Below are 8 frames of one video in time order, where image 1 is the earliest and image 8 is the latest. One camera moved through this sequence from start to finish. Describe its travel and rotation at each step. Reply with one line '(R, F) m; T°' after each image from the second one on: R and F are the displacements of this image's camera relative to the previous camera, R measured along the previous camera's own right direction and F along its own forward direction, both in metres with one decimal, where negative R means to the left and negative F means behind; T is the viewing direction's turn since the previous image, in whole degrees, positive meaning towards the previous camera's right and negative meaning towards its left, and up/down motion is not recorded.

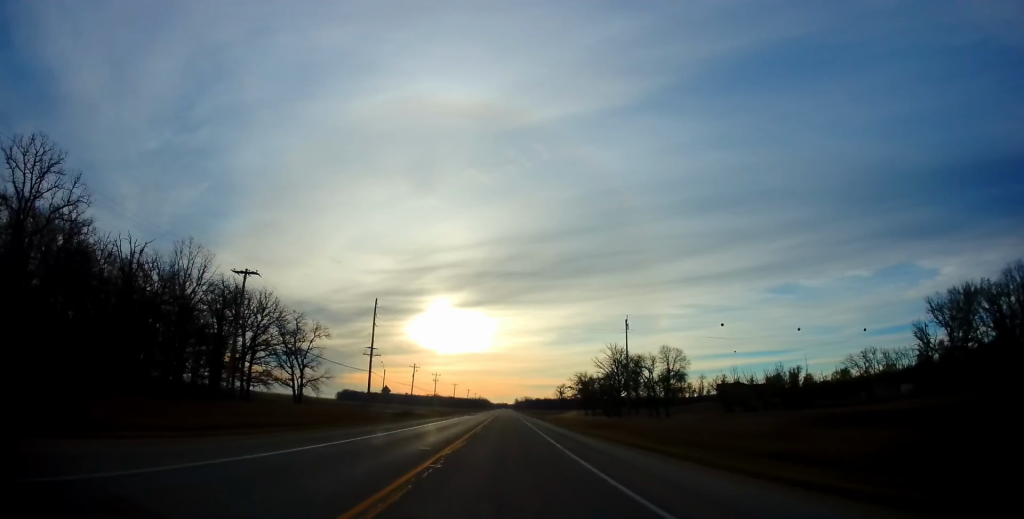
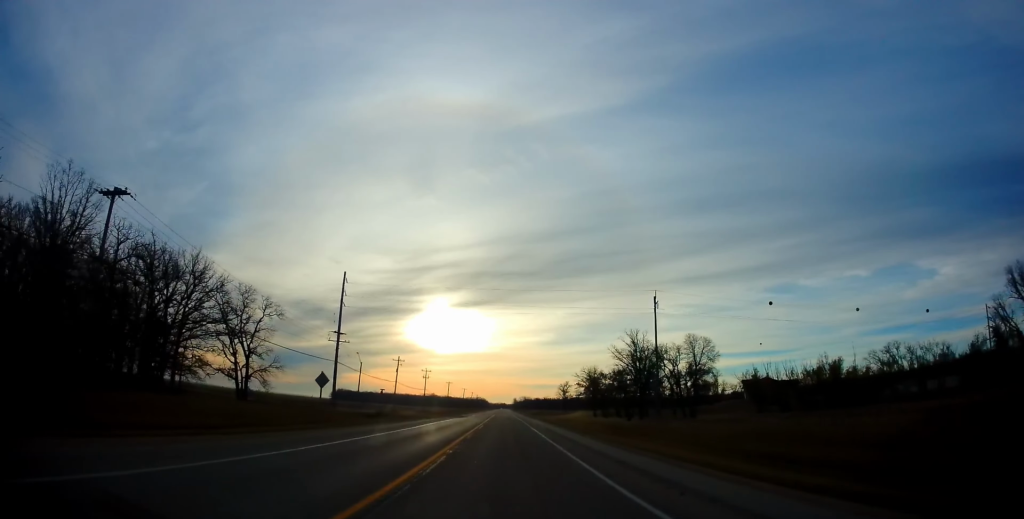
(+0.1, +18.2) m; 0°
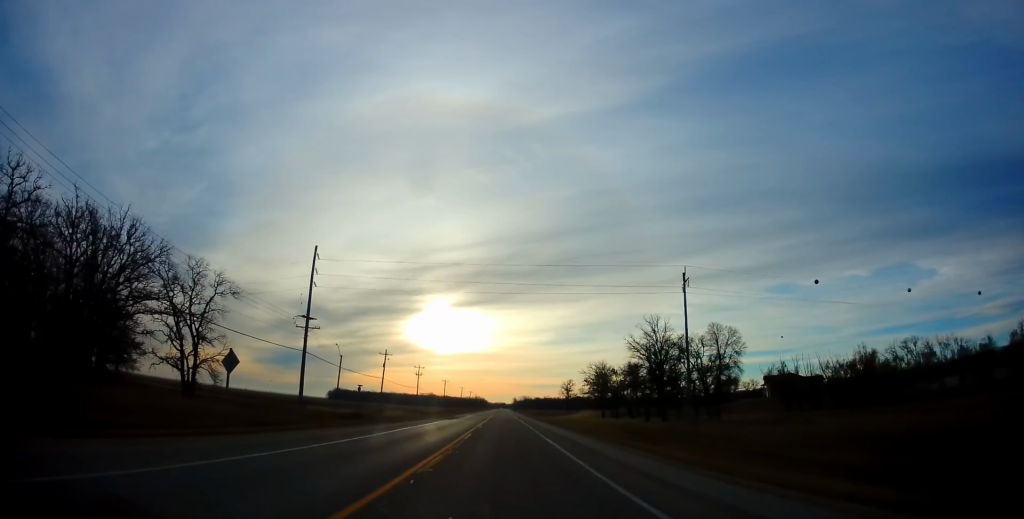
(+0.2, +12.2) m; 0°
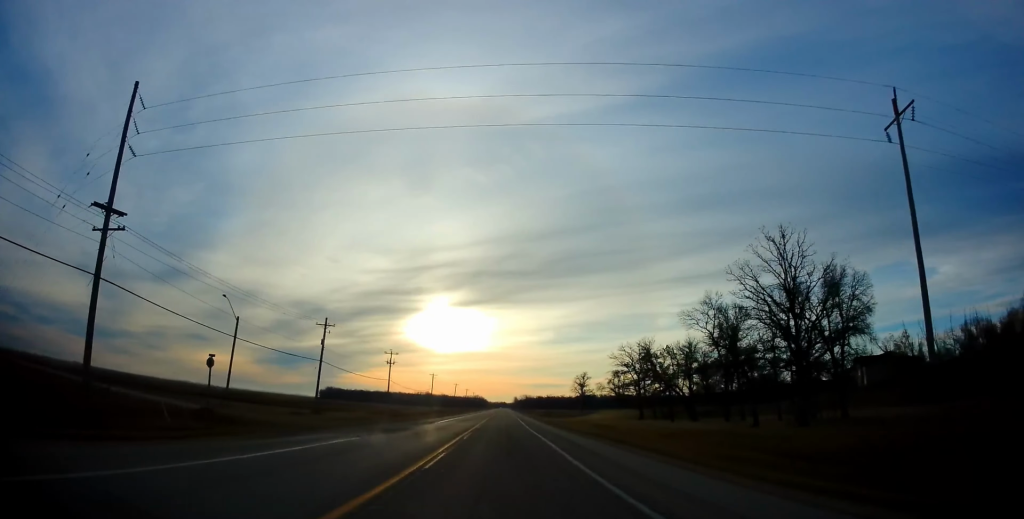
(-0.4, +36.1) m; 0°
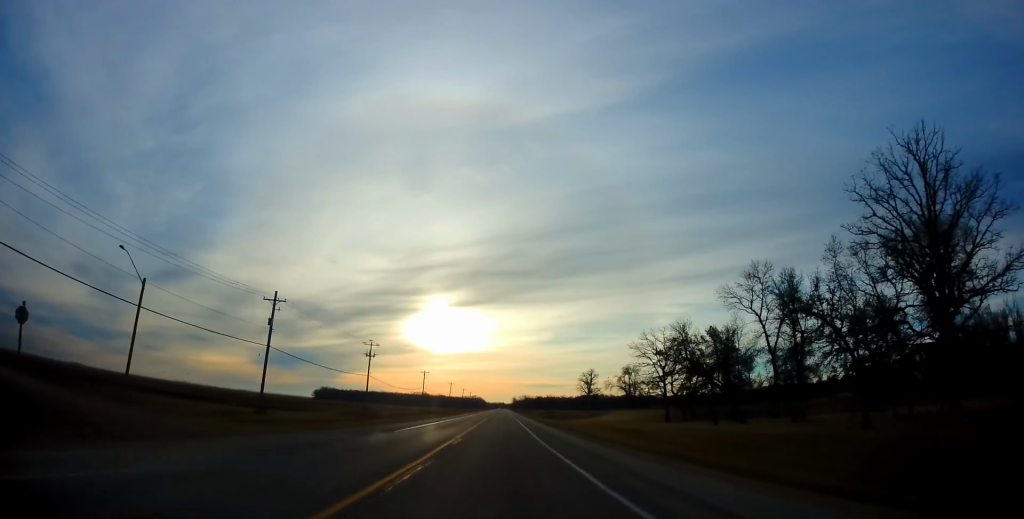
(+0.1, +15.7) m; +1°
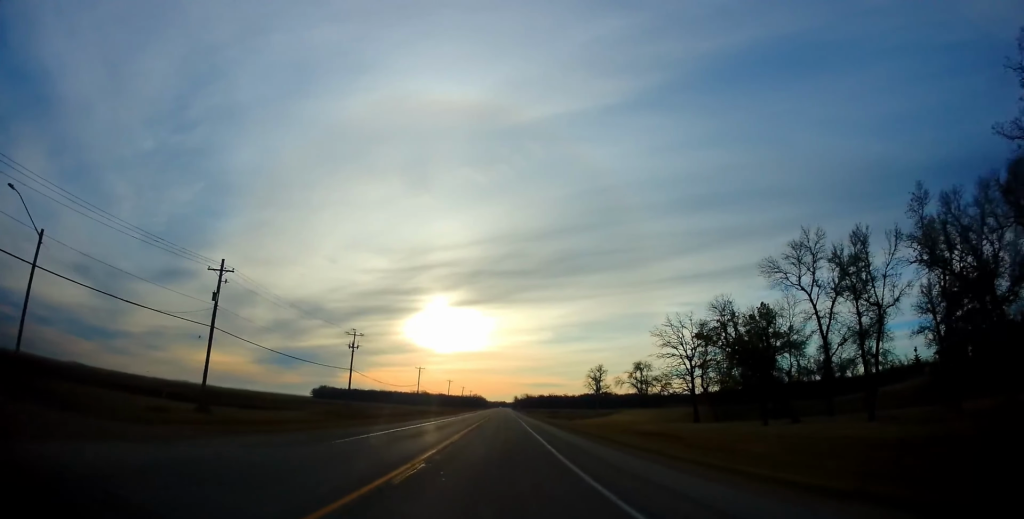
(0.0, +11.3) m; 0°
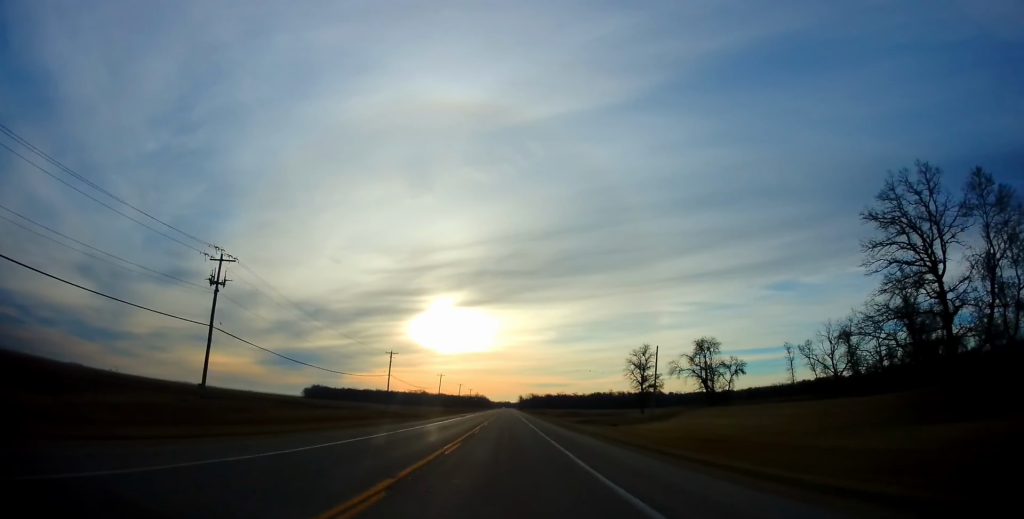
(-0.5, +41.2) m; -1°
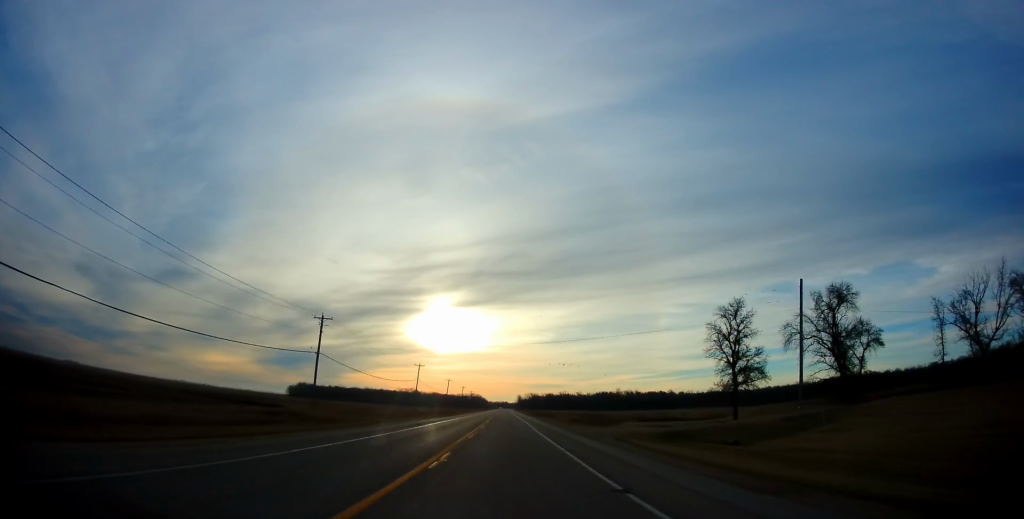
(+0.1, +39.0) m; 0°
